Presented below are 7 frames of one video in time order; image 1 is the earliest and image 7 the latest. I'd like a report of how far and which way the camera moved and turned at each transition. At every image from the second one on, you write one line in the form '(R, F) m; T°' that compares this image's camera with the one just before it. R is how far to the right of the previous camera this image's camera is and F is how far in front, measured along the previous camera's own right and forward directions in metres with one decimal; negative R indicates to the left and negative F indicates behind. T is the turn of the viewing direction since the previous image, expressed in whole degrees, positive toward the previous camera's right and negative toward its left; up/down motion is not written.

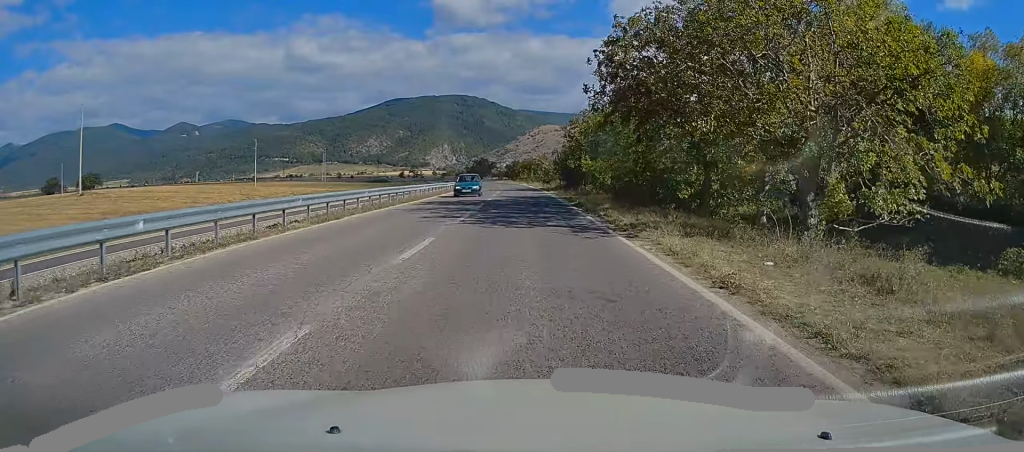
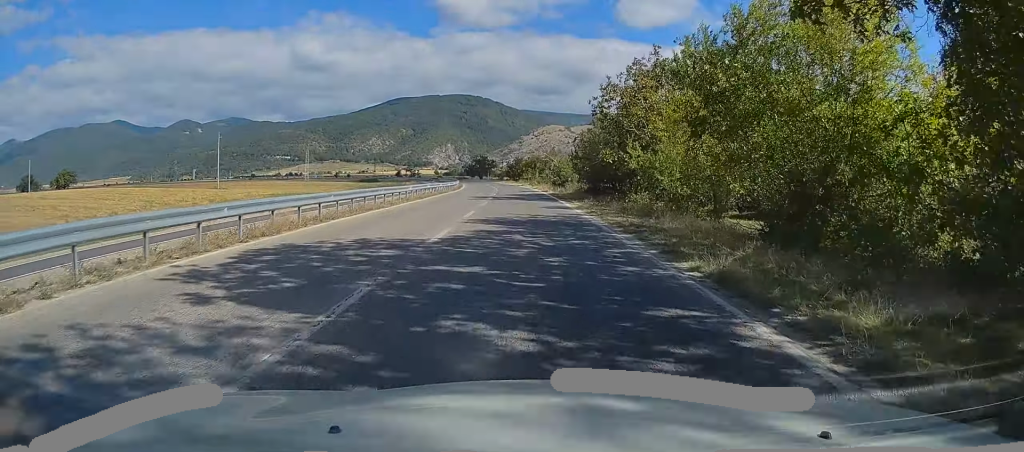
(0.0, +20.8) m; 0°
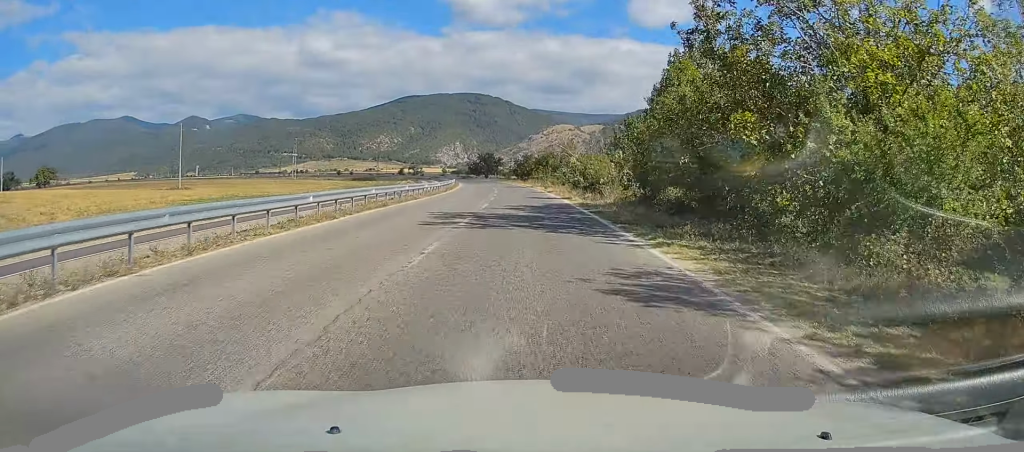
(-0.1, +18.7) m; -1°
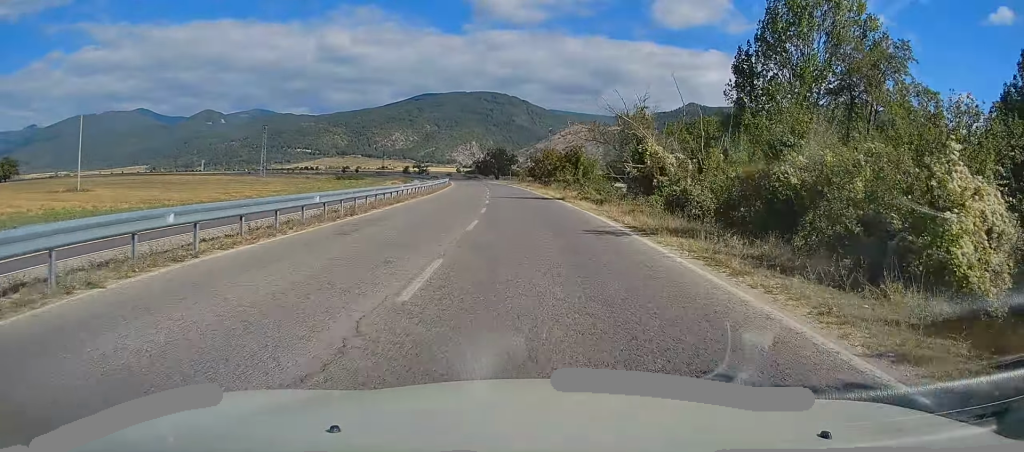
(-0.4, +32.7) m; -1°
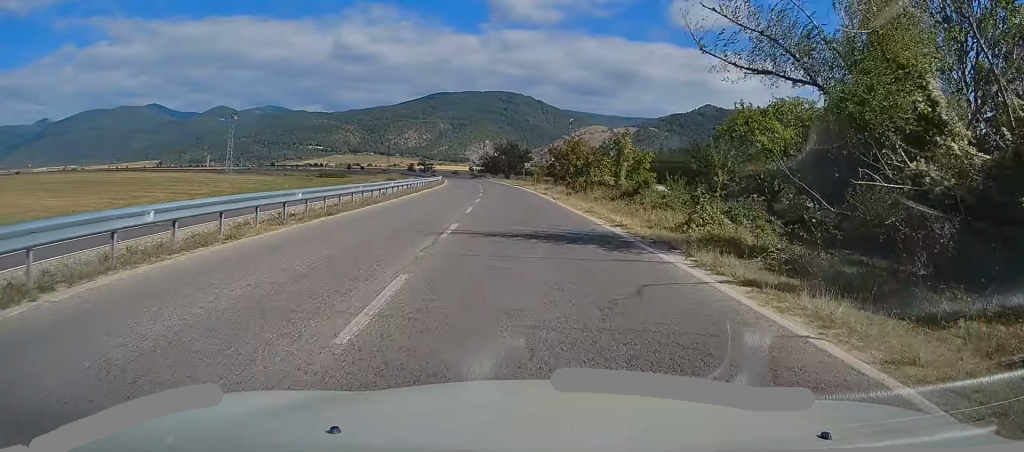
(-0.2, +24.6) m; -1°
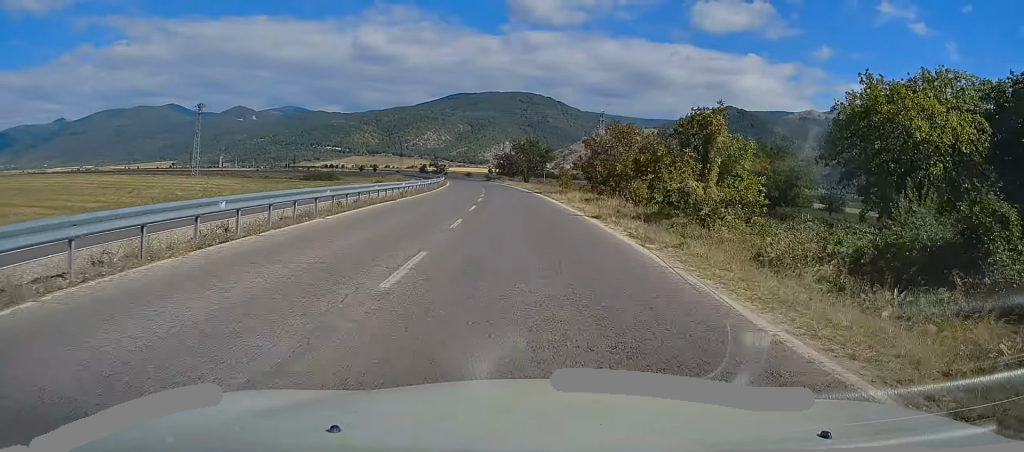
(-0.3, +21.2) m; -2°
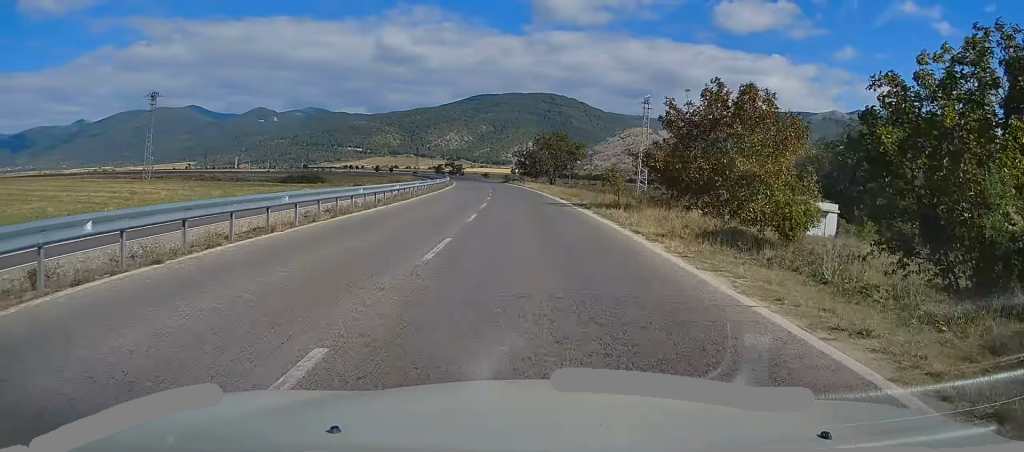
(-0.5, +21.1) m; -1°
